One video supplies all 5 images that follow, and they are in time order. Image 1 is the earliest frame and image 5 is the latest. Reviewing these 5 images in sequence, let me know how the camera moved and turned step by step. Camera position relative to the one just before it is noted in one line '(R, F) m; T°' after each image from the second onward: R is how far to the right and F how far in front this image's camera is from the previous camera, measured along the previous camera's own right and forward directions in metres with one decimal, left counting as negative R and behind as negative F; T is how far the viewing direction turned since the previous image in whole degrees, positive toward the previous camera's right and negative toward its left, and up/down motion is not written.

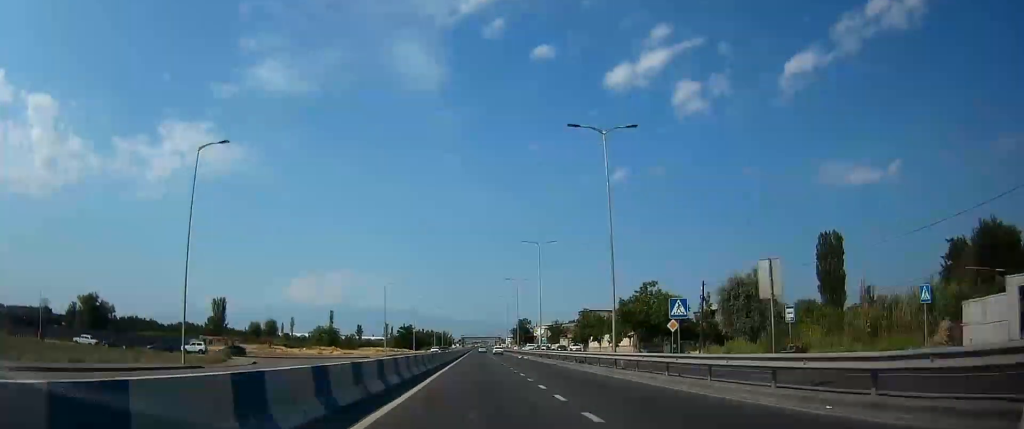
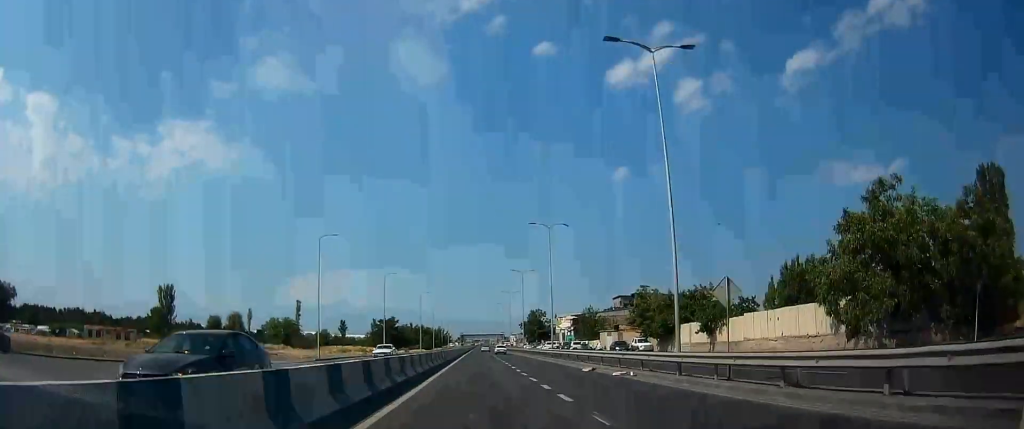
(0.0, +44.7) m; 0°
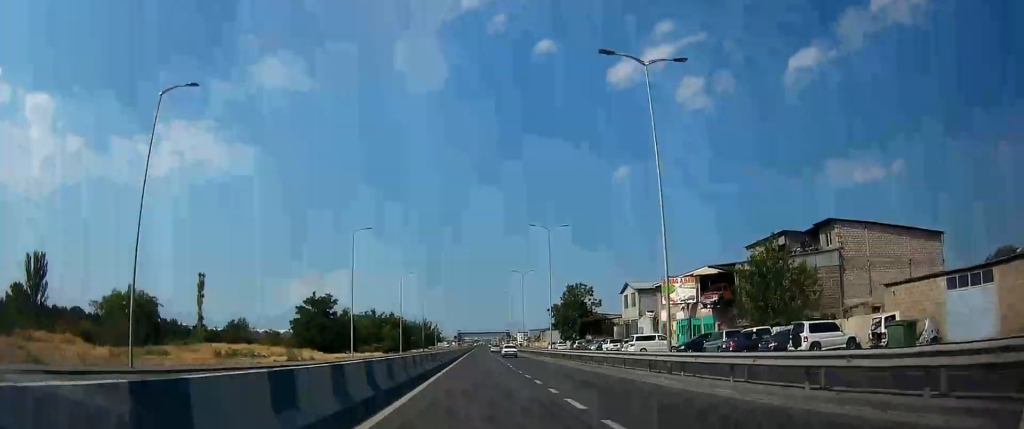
(+0.2, +69.3) m; 0°
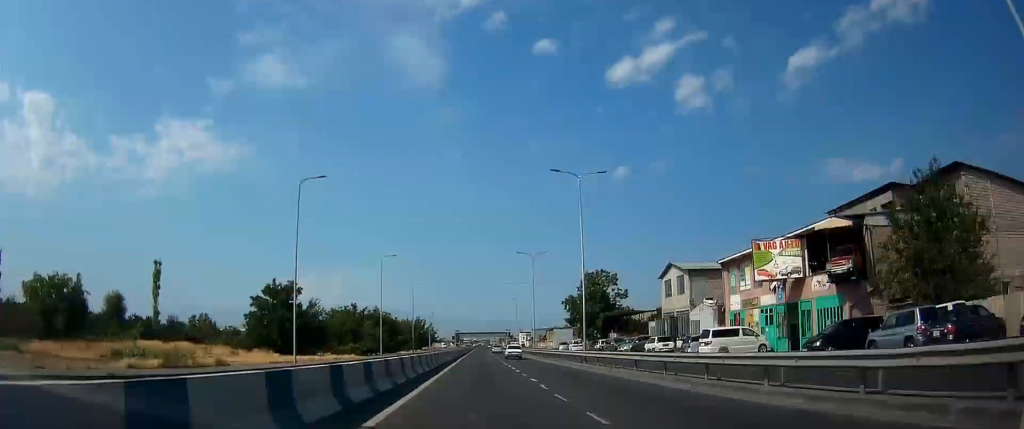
(+0.3, +18.4) m; 0°
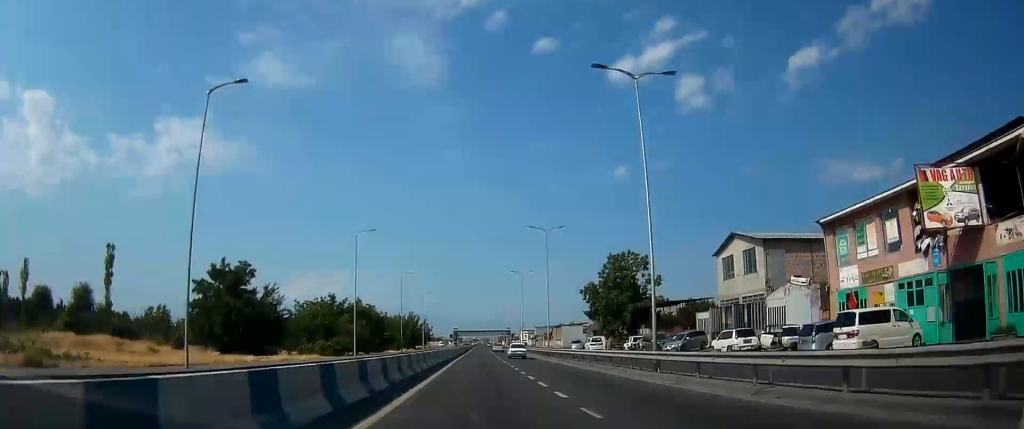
(-0.3, +15.8) m; 0°
